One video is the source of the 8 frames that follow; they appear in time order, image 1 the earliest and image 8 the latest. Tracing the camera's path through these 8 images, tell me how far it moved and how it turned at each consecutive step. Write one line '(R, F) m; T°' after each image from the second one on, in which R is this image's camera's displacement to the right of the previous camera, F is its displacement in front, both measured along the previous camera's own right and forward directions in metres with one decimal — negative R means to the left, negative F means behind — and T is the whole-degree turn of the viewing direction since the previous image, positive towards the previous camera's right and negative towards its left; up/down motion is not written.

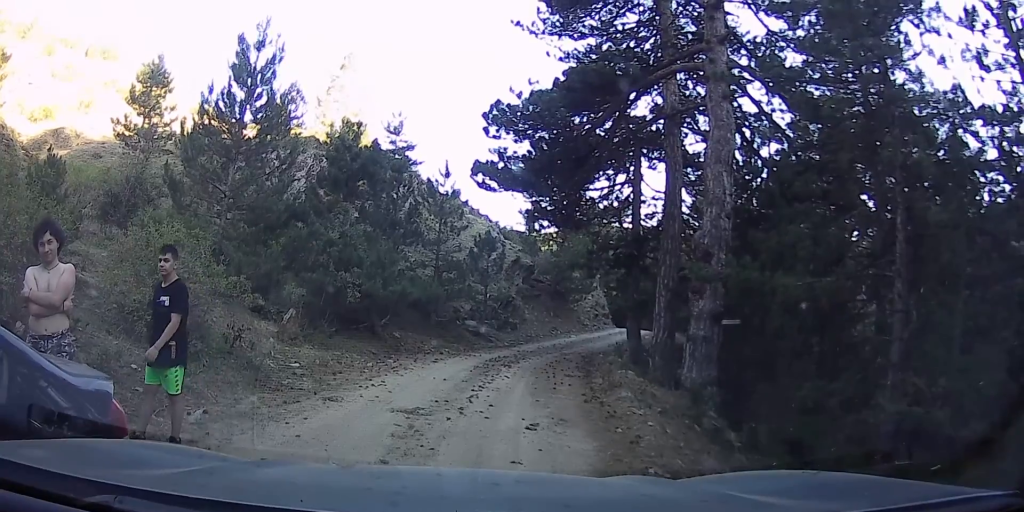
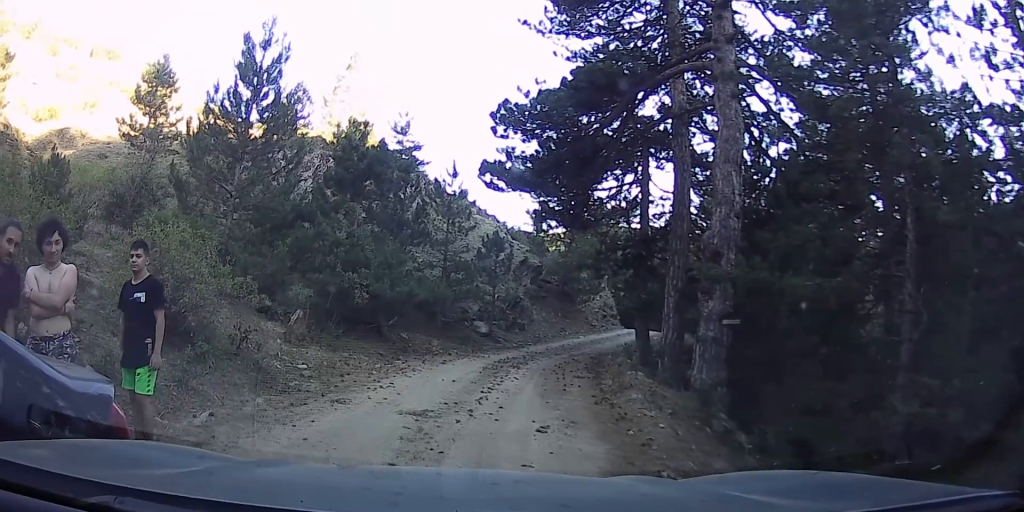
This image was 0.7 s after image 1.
(0.0, 0.0) m; 0°
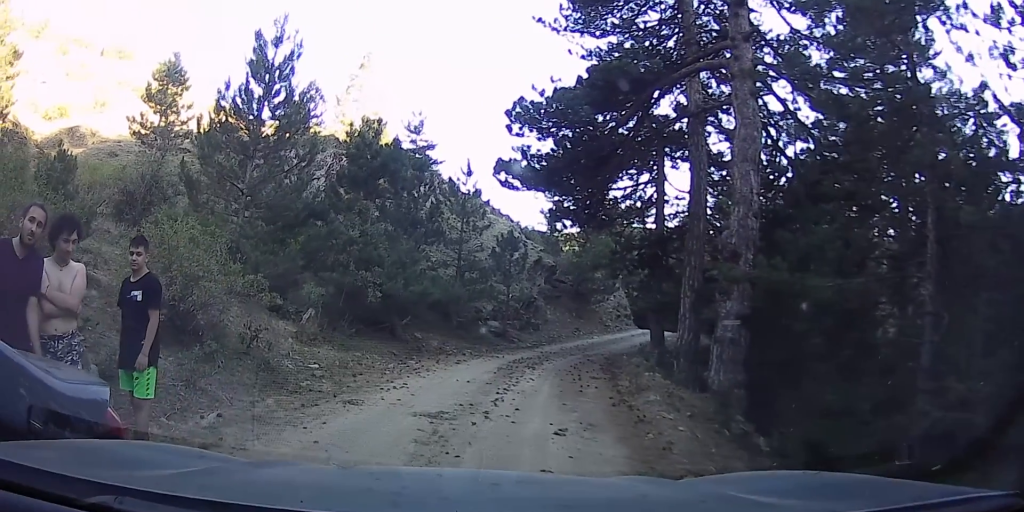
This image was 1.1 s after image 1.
(0.0, 0.0) m; 0°
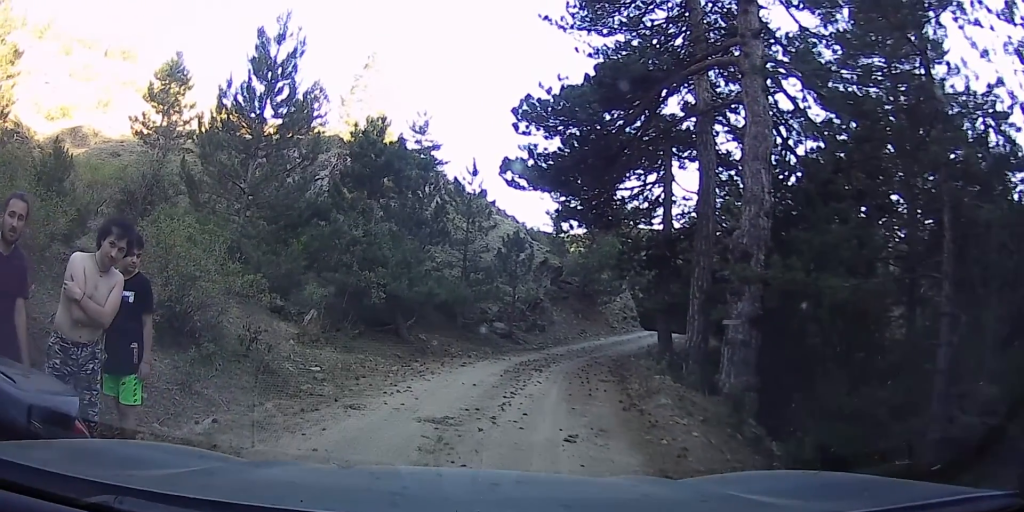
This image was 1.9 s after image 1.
(0.0, 0.0) m; 0°
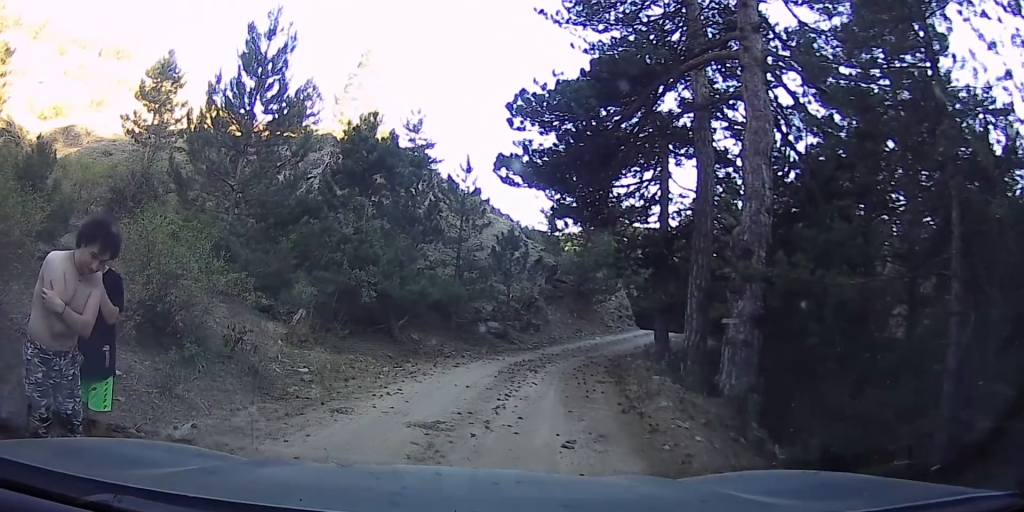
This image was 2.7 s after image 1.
(0.0, +0.2) m; 0°
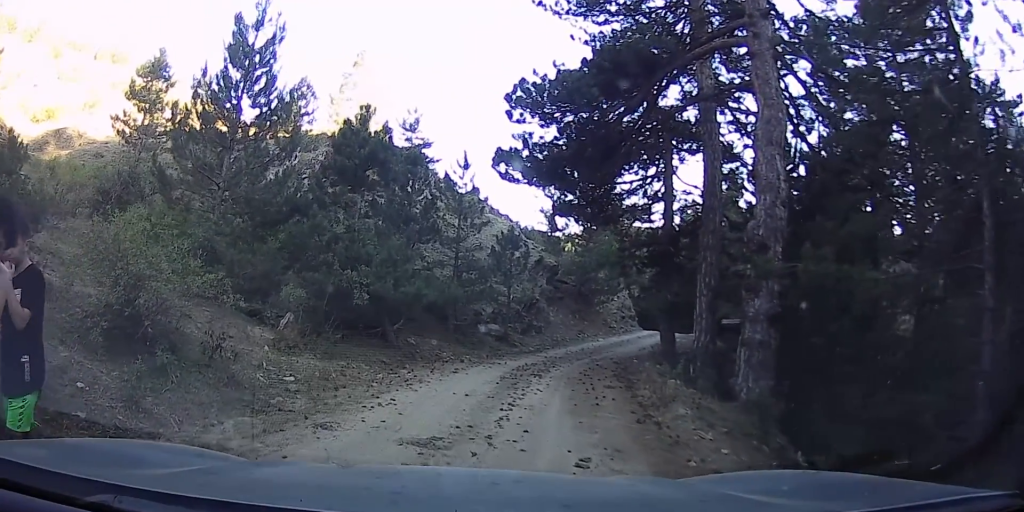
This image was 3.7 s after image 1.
(0.0, +0.5) m; 0°
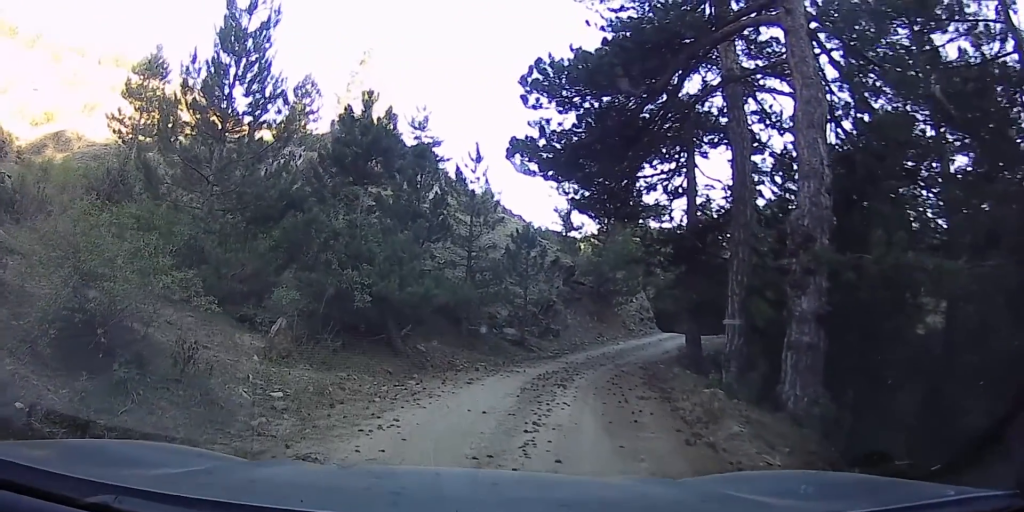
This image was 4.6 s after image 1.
(0.0, +1.1) m; 0°
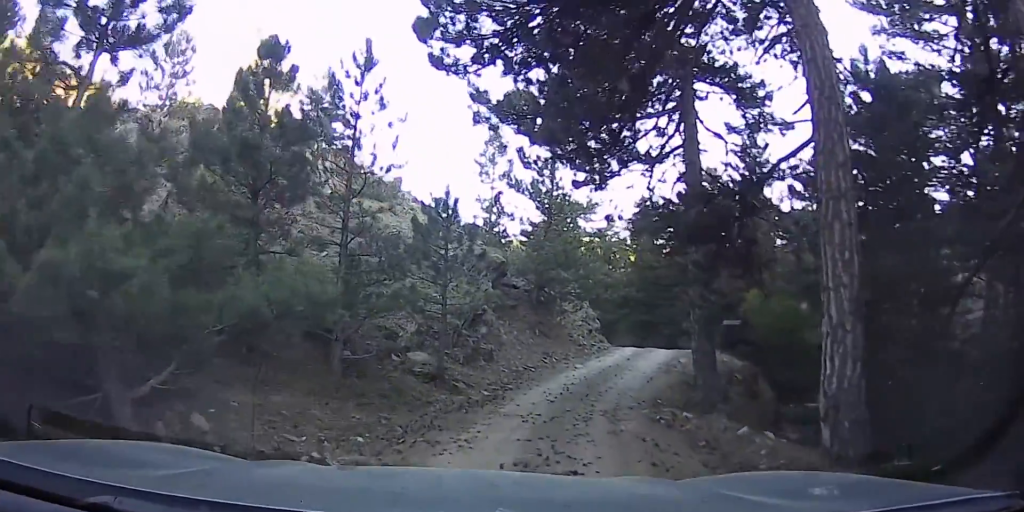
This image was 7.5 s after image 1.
(0.0, +8.7) m; 0°
